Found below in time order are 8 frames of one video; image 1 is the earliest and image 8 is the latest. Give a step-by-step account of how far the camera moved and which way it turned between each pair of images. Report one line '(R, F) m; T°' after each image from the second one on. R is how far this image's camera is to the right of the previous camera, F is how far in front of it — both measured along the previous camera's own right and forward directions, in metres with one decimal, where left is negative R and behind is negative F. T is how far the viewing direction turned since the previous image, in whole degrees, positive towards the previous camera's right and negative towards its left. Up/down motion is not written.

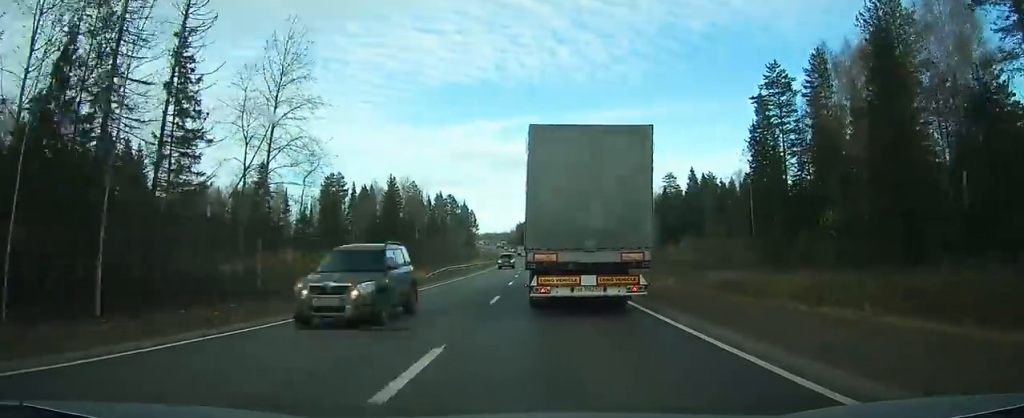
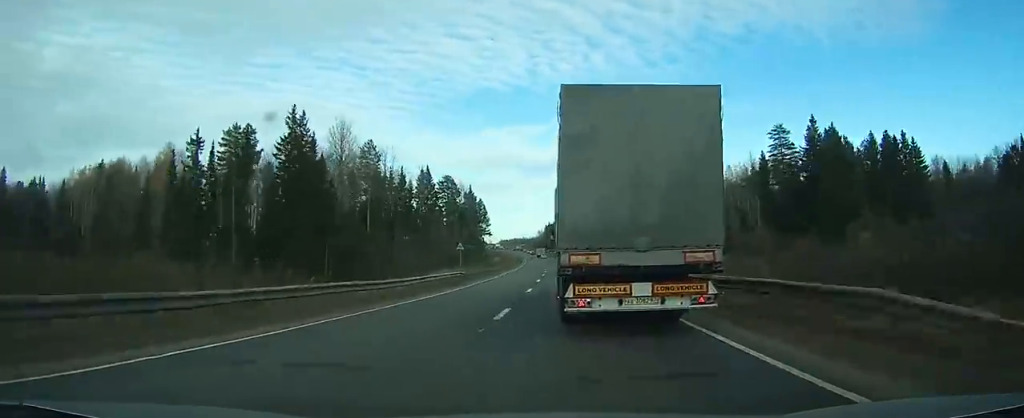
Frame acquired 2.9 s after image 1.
(-0.5, +62.7) m; -2°
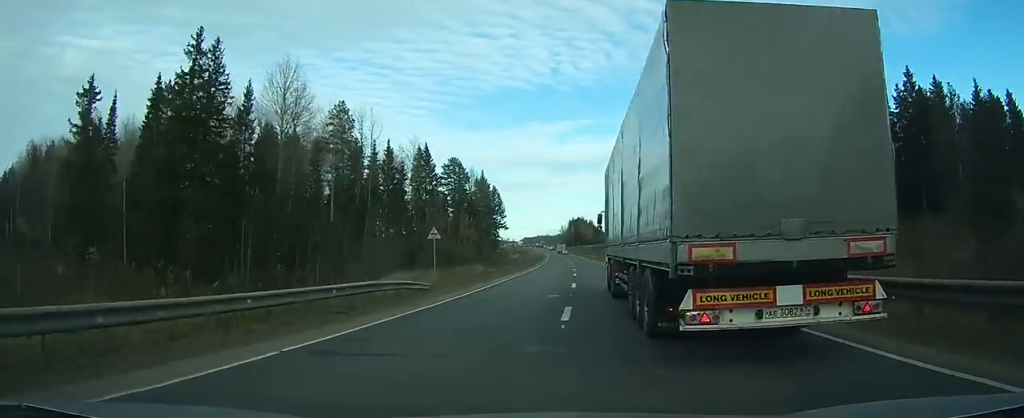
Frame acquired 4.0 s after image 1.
(-0.4, +24.6) m; -1°
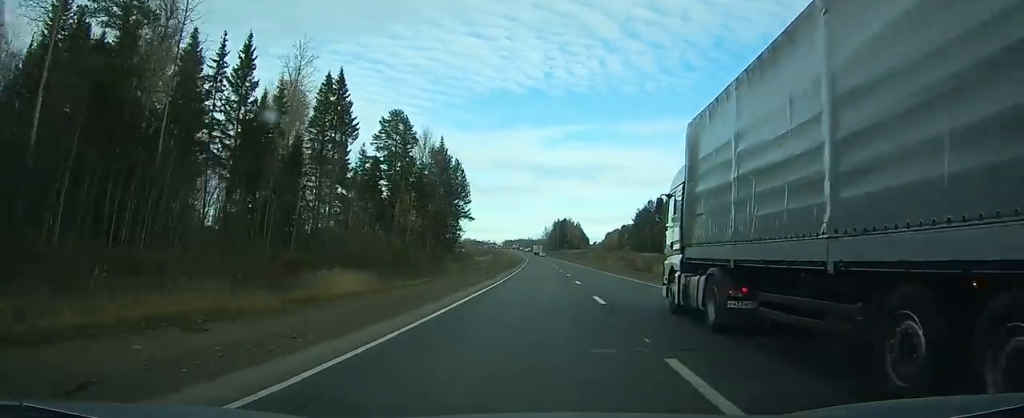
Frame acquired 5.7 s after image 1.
(-0.5, +41.6) m; -1°
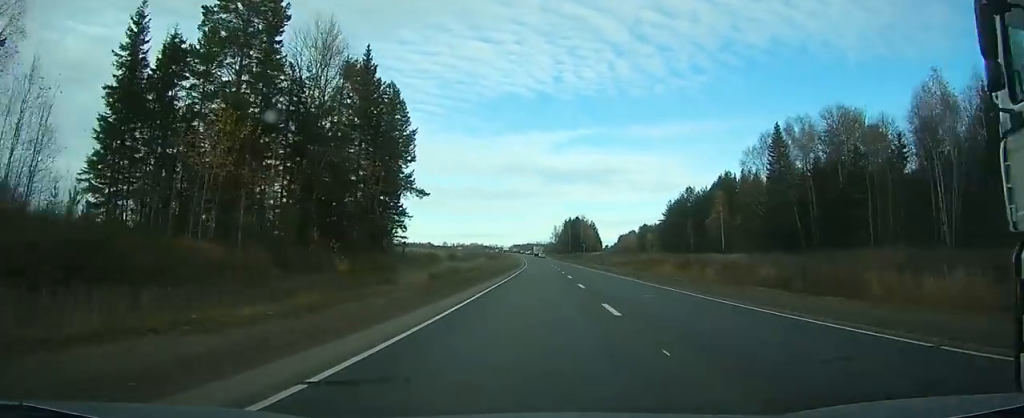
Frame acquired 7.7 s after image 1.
(-0.2, +49.3) m; 0°
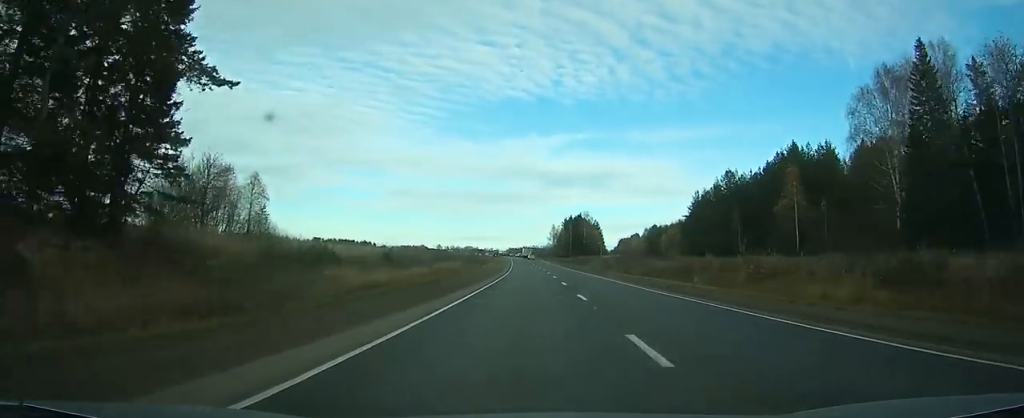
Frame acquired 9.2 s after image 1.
(0.0, +40.9) m; 0°
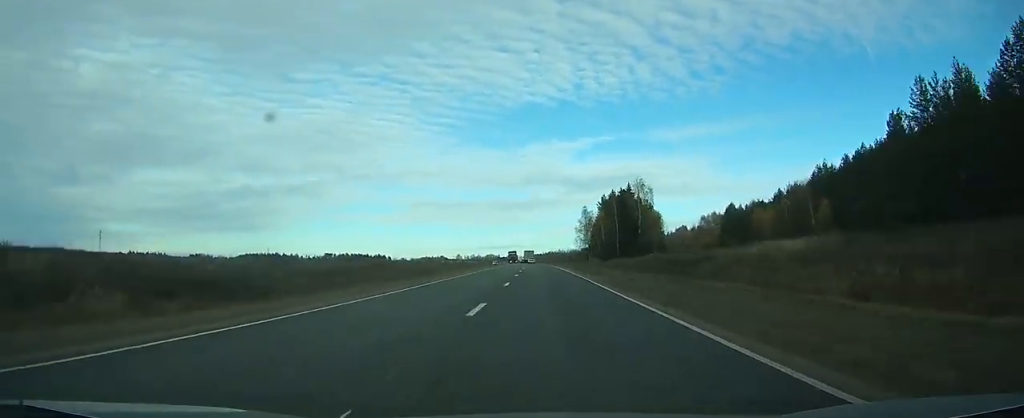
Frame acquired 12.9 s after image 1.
(-0.6, +102.3) m; -1°
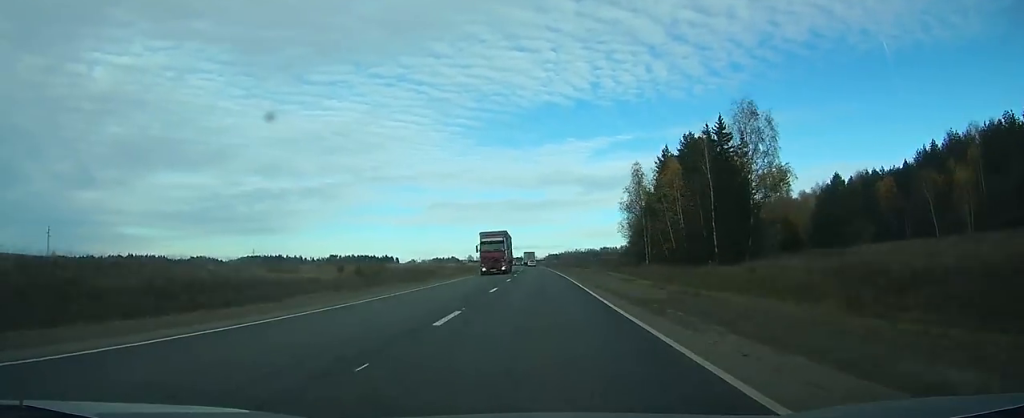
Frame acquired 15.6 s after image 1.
(-1.4, +74.7) m; -2°
